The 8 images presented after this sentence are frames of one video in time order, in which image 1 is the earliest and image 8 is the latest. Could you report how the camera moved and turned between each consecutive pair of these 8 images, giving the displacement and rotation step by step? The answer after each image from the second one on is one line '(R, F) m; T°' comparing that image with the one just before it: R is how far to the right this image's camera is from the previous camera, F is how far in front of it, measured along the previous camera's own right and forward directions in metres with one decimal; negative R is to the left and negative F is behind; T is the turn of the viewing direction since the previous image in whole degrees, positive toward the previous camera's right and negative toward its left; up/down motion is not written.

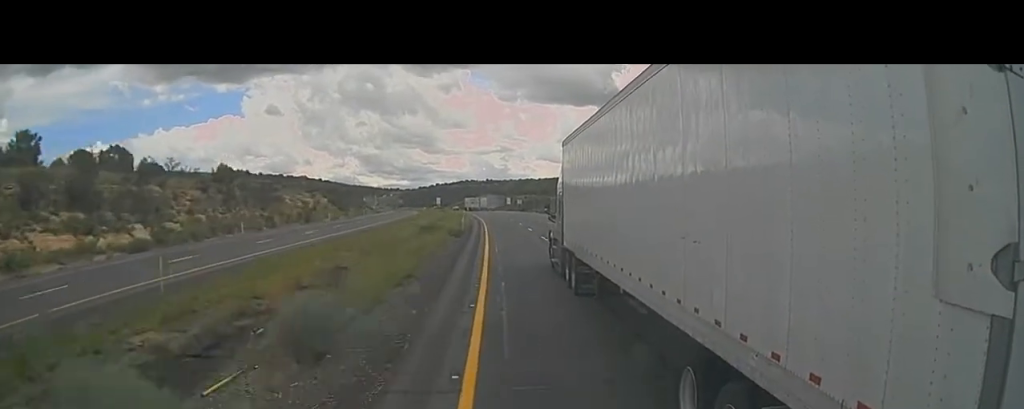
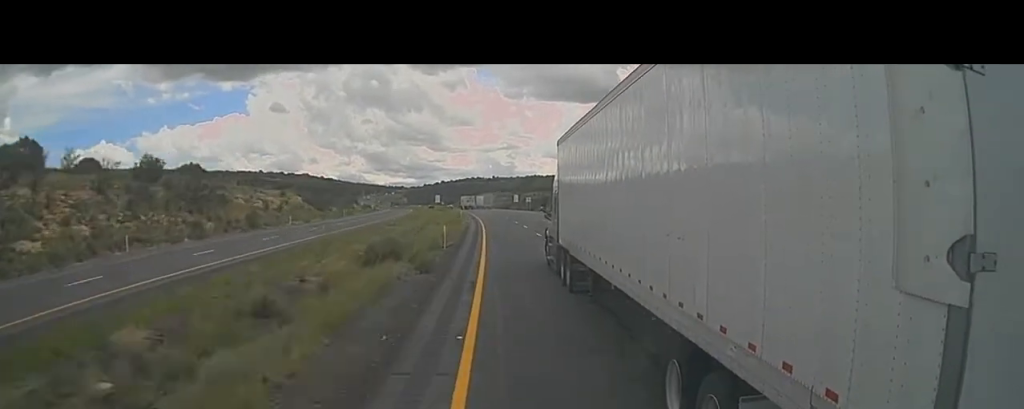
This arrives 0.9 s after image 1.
(-0.3, +21.6) m; -1°
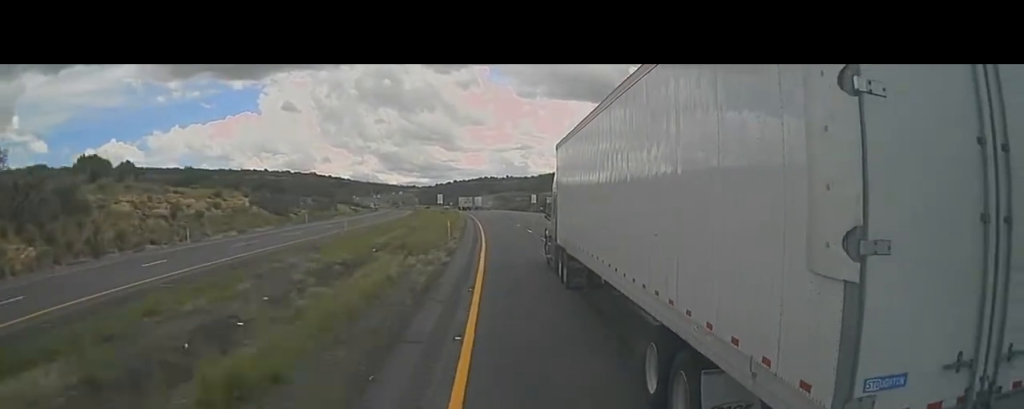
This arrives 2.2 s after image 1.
(0.0, +30.1) m; 0°
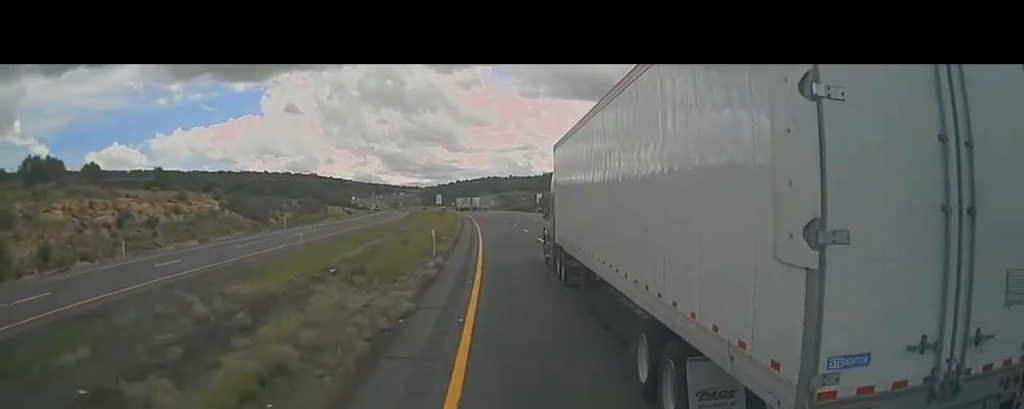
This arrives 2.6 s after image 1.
(0.0, +10.2) m; 0°
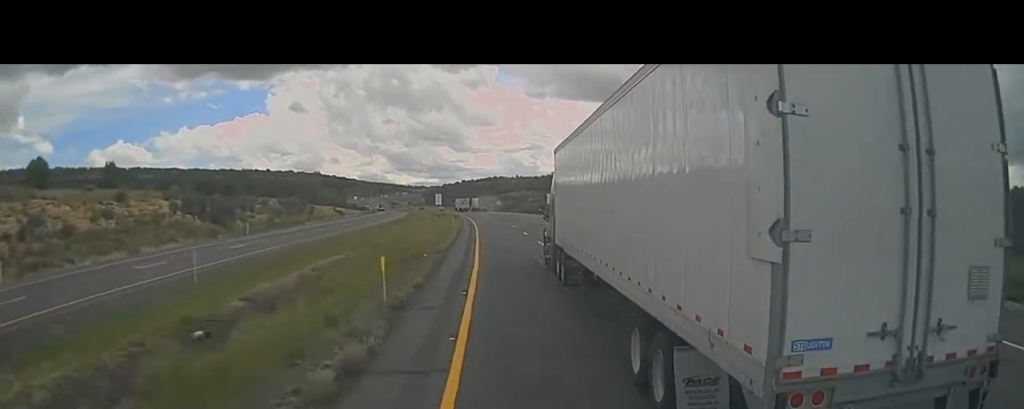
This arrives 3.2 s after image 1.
(0.0, +14.2) m; -1°
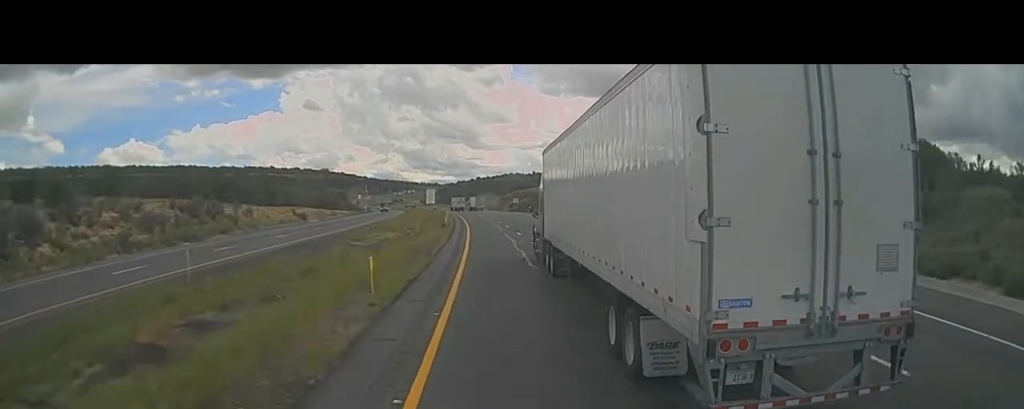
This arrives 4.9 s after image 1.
(-0.9, +39.4) m; -2°
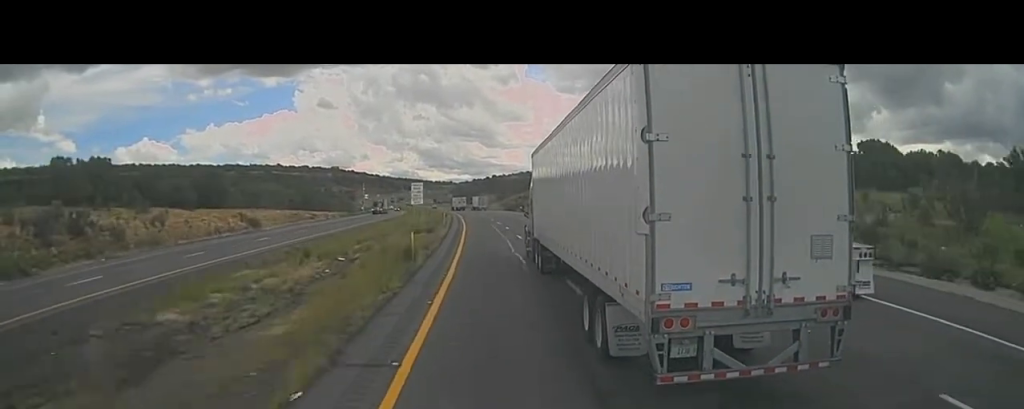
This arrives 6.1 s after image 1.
(0.0, +28.4) m; -1°
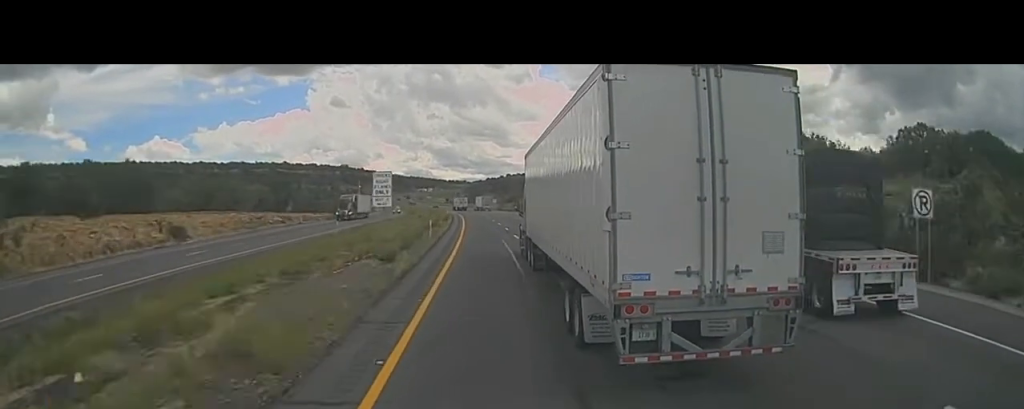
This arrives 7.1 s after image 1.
(-0.3, +23.7) m; -2°
